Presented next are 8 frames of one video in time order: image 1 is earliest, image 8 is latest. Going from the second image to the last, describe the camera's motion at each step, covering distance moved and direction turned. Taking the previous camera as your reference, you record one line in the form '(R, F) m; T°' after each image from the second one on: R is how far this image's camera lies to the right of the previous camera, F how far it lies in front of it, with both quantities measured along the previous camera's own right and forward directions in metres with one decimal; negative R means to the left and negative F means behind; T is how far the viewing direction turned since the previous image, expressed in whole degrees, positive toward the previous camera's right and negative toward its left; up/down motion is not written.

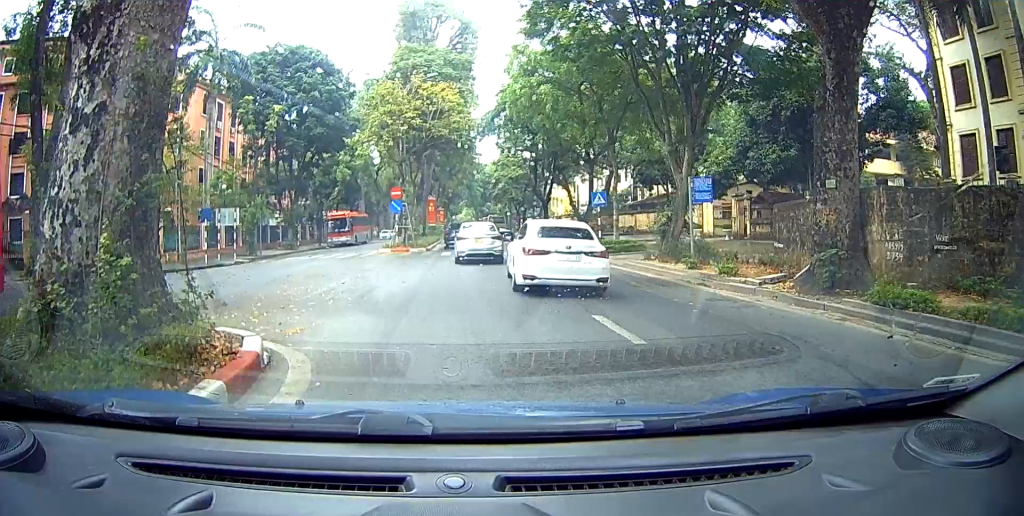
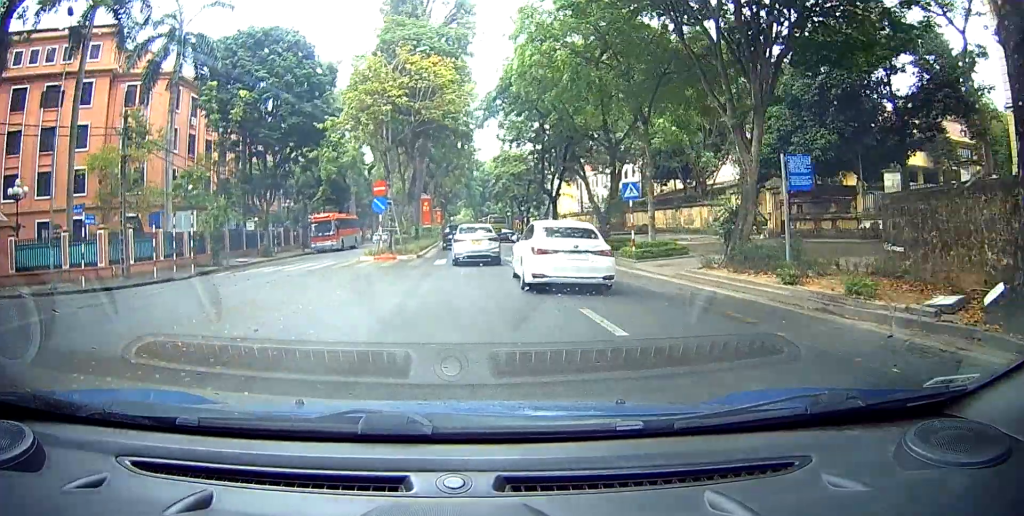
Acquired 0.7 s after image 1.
(0.0, +4.2) m; +1°
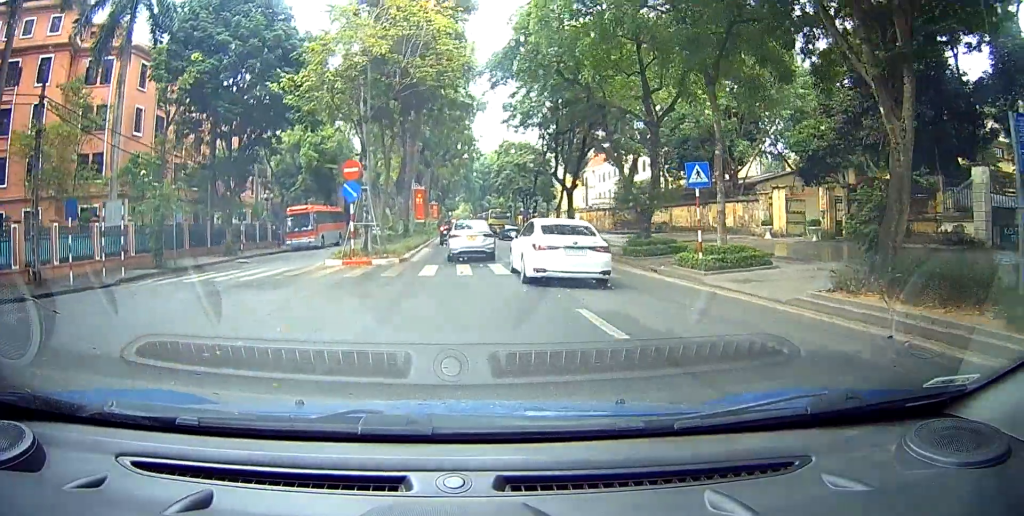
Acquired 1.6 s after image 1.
(0.0, +4.6) m; +1°
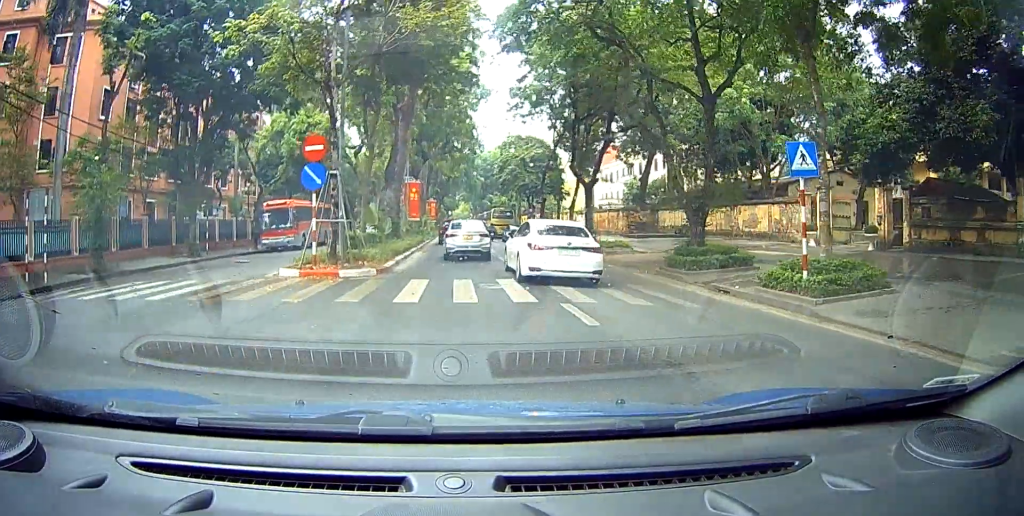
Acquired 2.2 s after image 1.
(0.0, +3.7) m; +1°
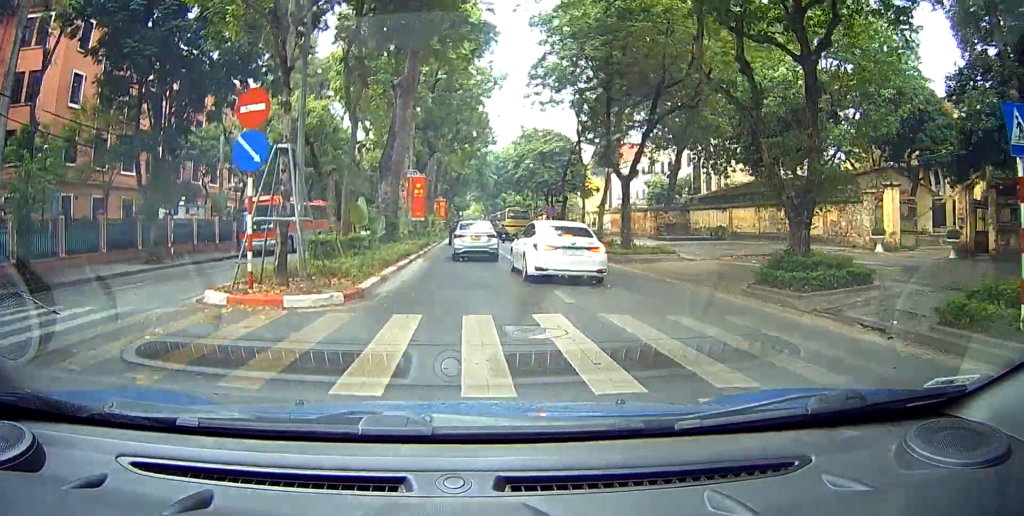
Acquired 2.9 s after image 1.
(0.0, +3.9) m; 0°
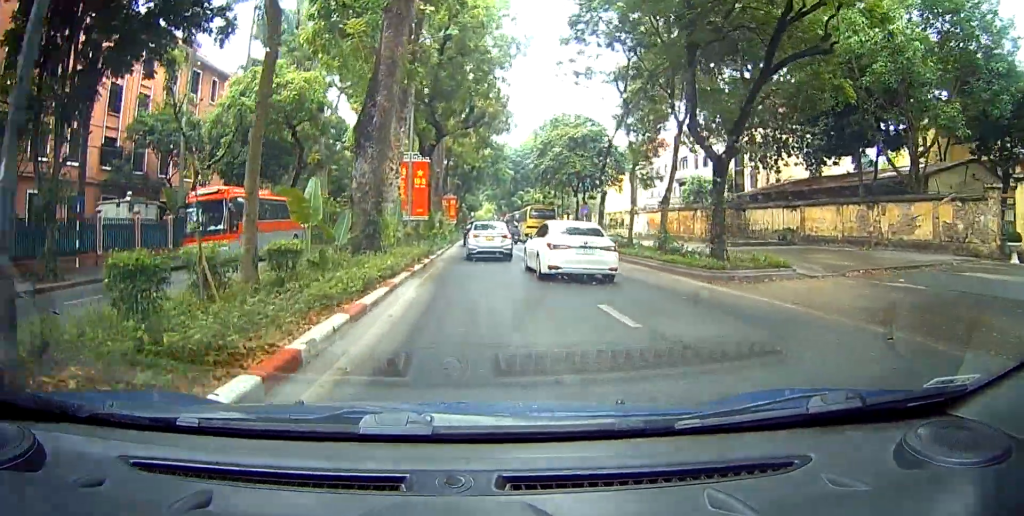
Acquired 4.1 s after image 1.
(0.0, +7.5) m; 0°
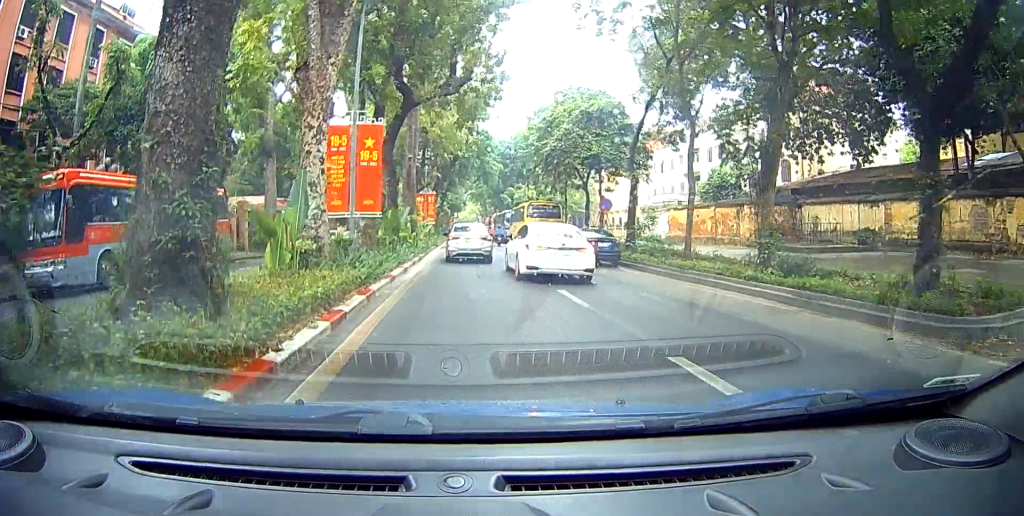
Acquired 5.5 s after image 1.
(0.0, +10.3) m; +1°
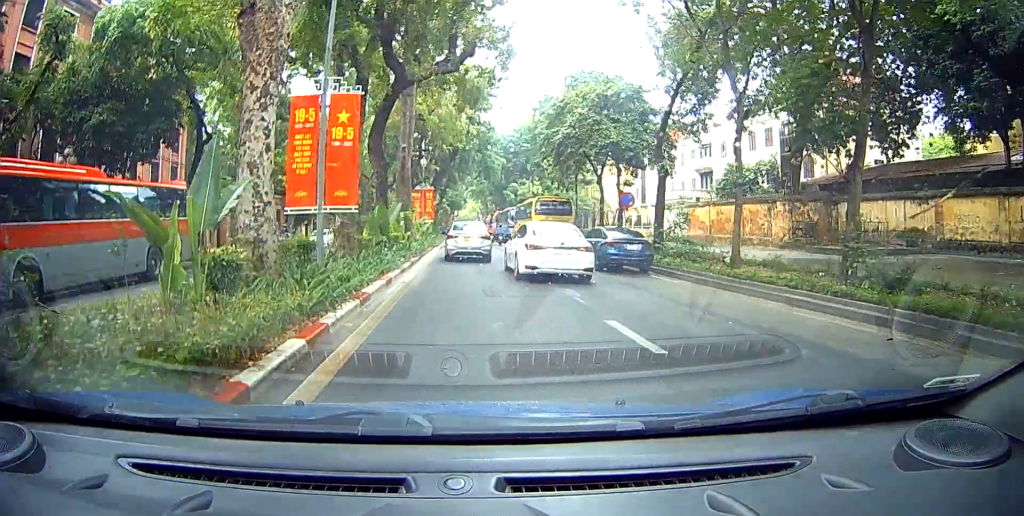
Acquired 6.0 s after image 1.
(0.0, +3.7) m; 0°
